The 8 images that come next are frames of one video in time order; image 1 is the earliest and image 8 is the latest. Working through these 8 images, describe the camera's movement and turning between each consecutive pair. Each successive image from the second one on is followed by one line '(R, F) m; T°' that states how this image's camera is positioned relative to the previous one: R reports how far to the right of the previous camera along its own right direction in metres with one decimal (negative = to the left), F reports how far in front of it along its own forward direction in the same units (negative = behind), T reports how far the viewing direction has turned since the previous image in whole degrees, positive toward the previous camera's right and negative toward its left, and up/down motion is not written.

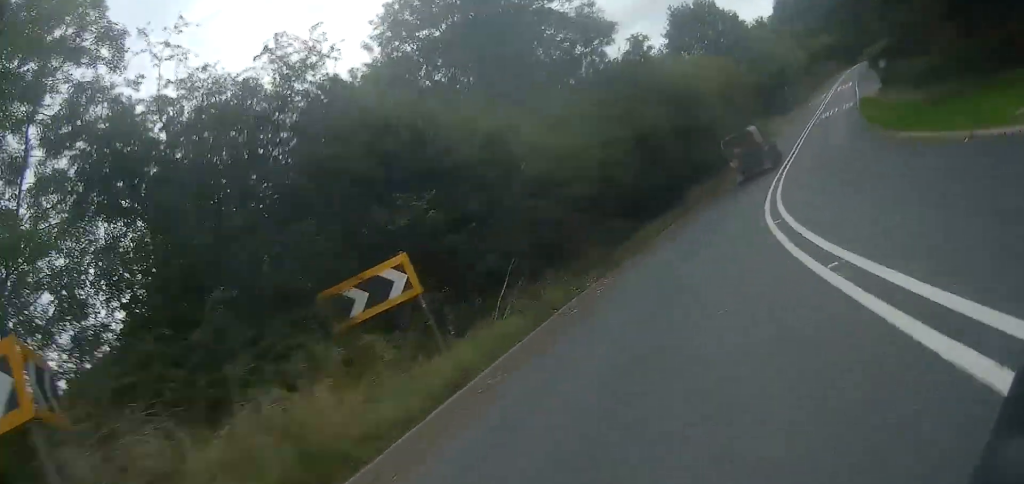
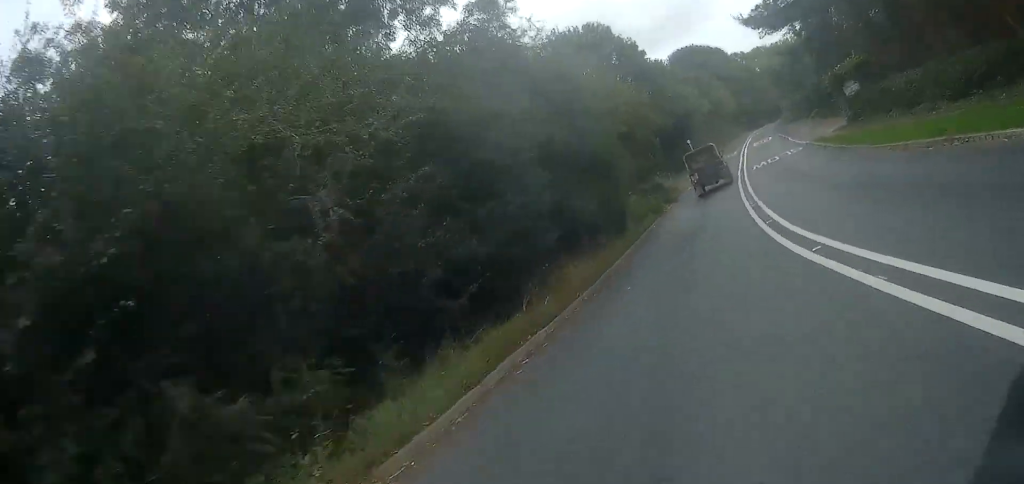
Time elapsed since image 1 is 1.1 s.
(+1.8, +13.8) m; +13°
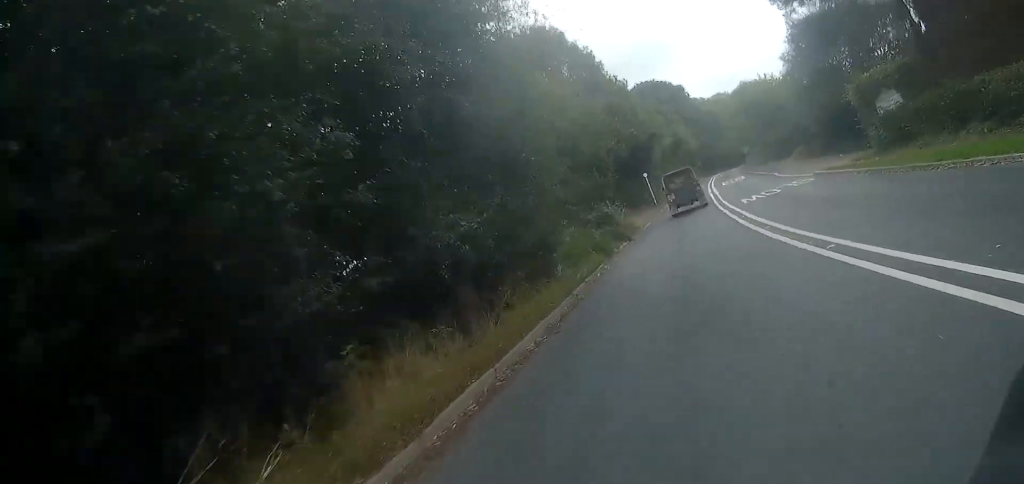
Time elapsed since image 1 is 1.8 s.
(+0.6, +9.4) m; +6°
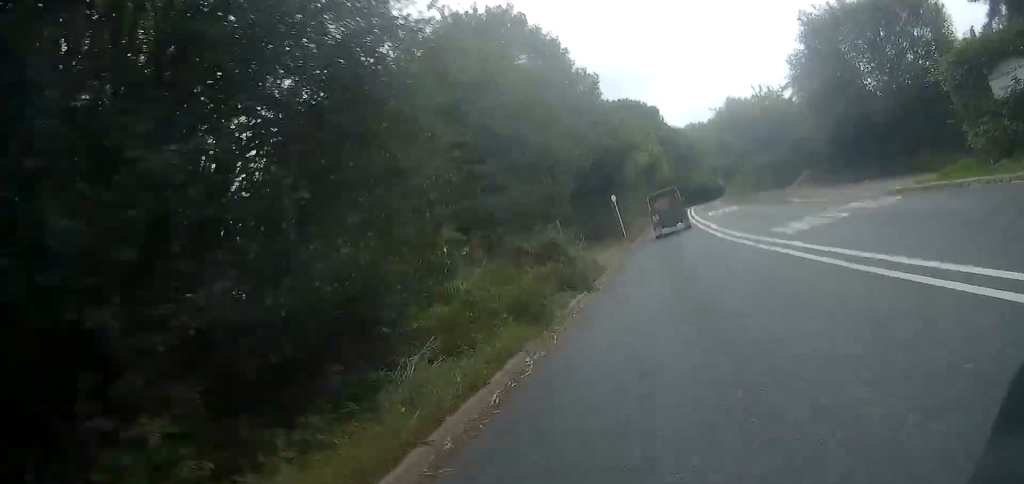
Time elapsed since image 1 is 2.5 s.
(+0.3, +9.5) m; +3°
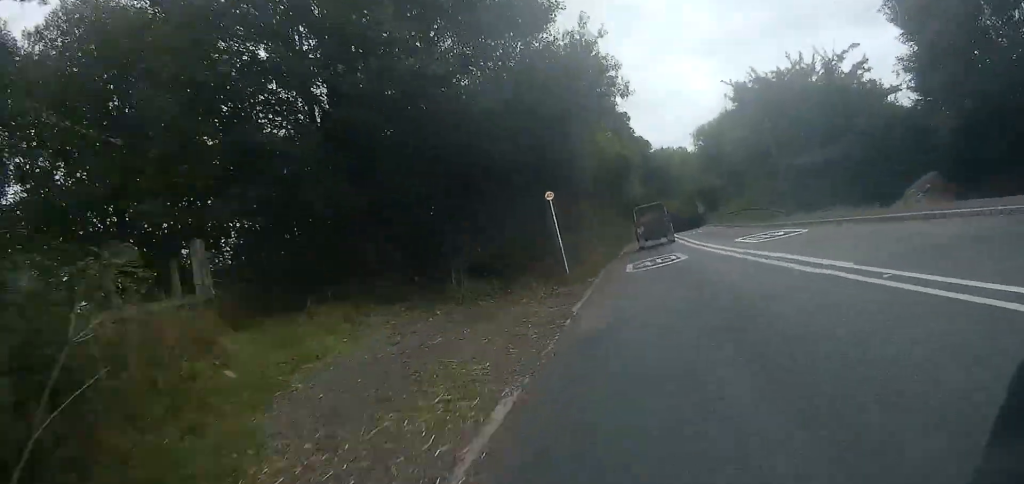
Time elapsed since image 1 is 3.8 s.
(+0.8, +19.8) m; +4°
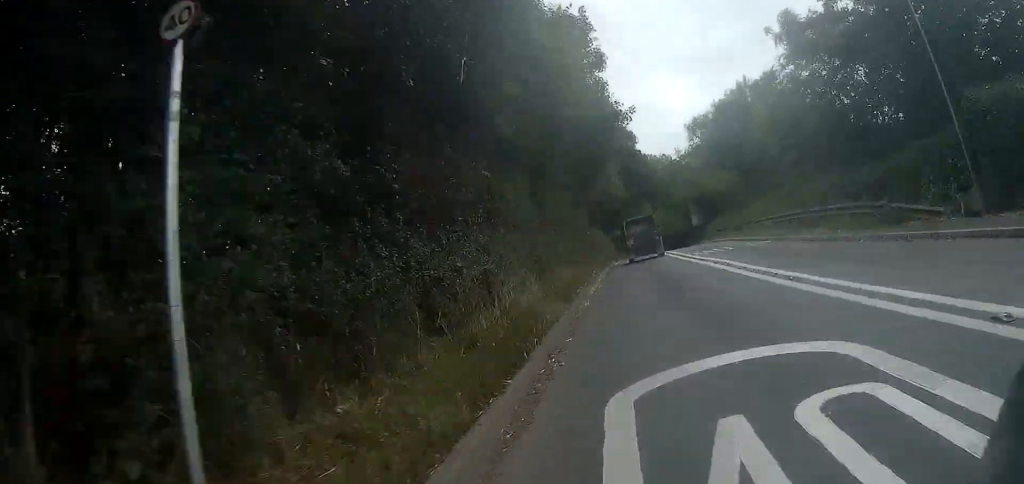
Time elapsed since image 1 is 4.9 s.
(+0.3, +17.0) m; +1°
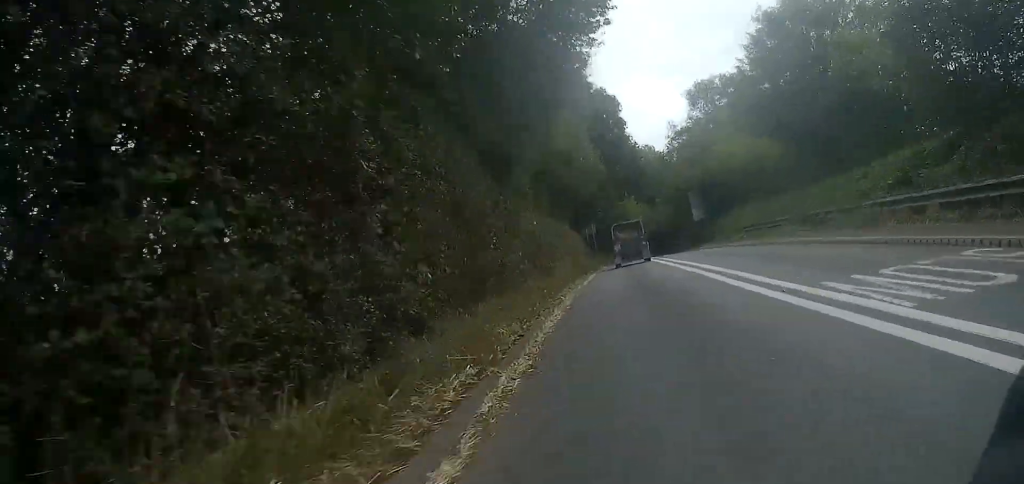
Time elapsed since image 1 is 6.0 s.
(+0.1, +17.8) m; +1°
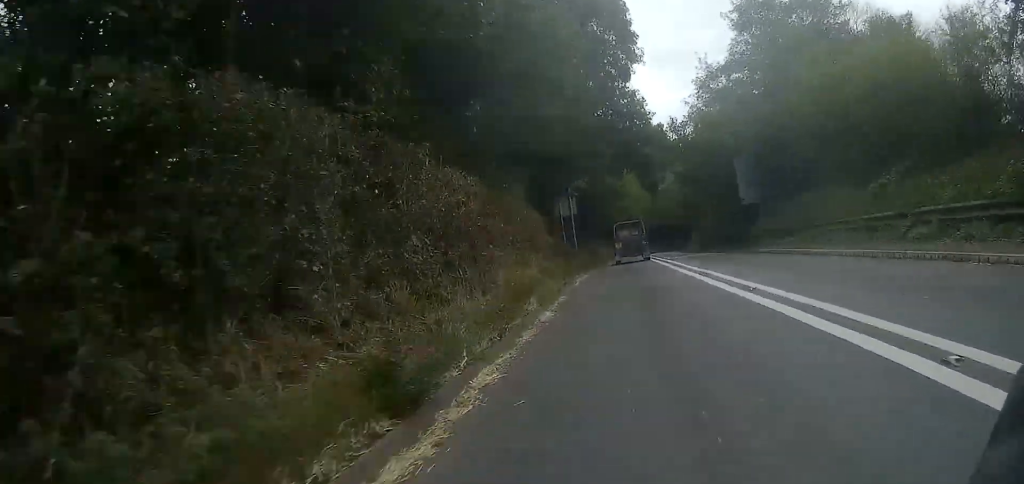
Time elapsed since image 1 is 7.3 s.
(+0.3, +20.0) m; +2°
